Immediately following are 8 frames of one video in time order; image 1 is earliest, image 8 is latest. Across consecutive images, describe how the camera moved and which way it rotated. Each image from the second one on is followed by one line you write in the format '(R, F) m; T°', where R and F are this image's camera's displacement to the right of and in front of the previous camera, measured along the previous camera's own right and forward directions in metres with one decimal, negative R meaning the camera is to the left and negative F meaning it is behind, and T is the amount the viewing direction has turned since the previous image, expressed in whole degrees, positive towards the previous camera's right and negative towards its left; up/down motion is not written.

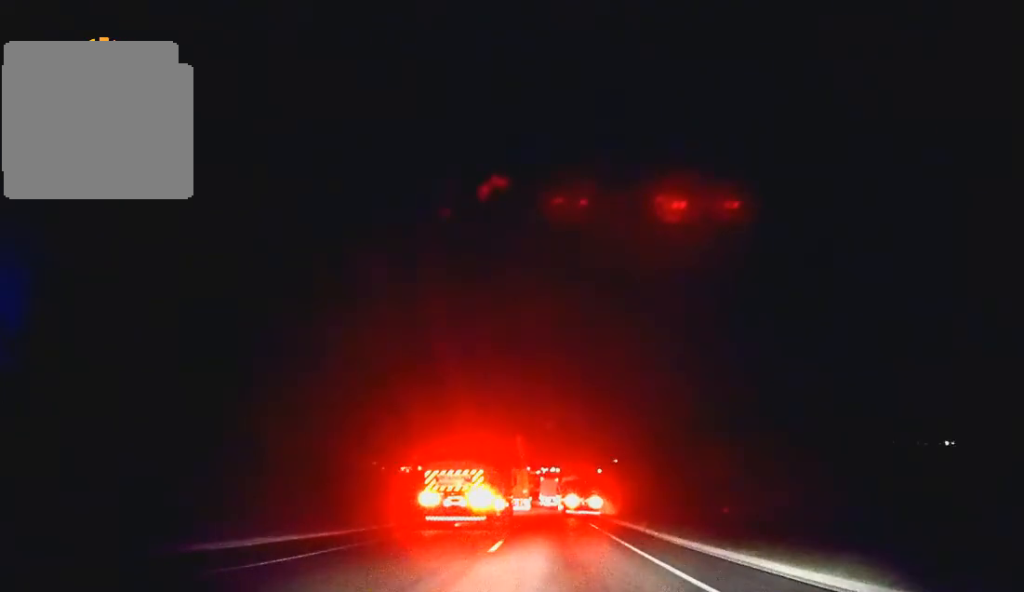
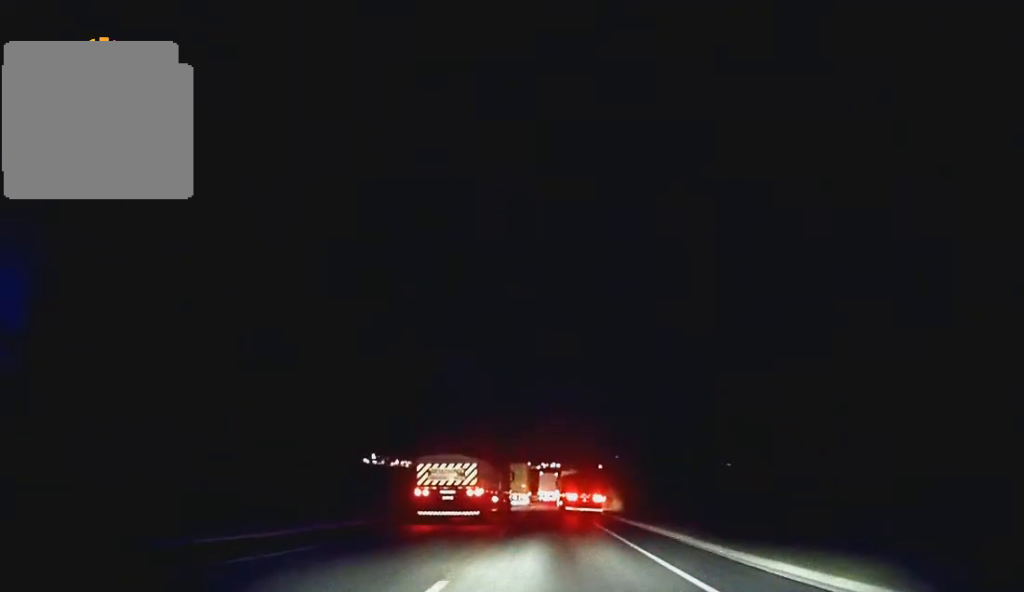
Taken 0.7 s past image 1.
(0.0, +11.9) m; 0°
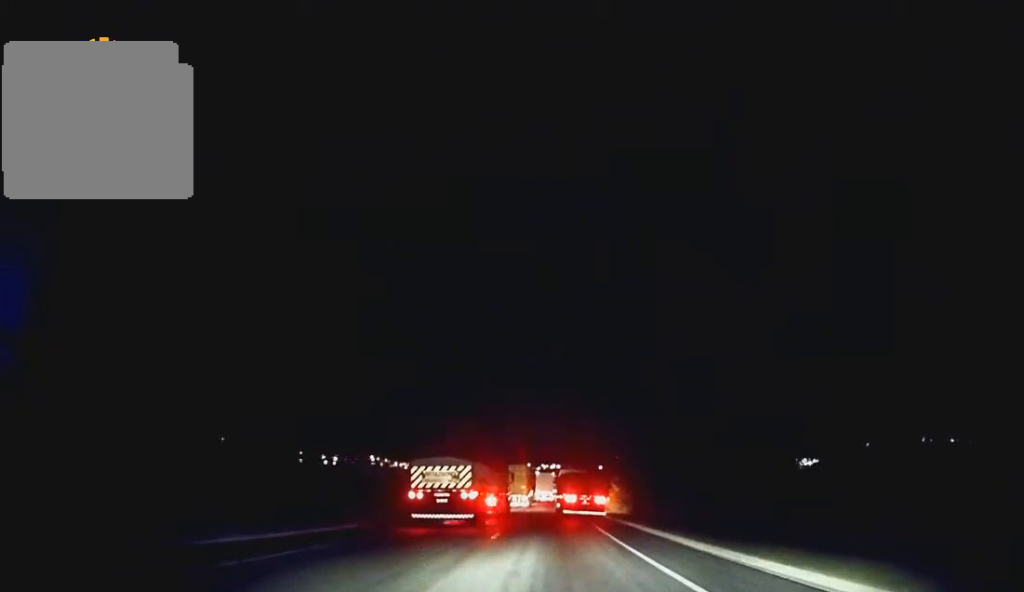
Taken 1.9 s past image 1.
(0.0, +18.8) m; 0°
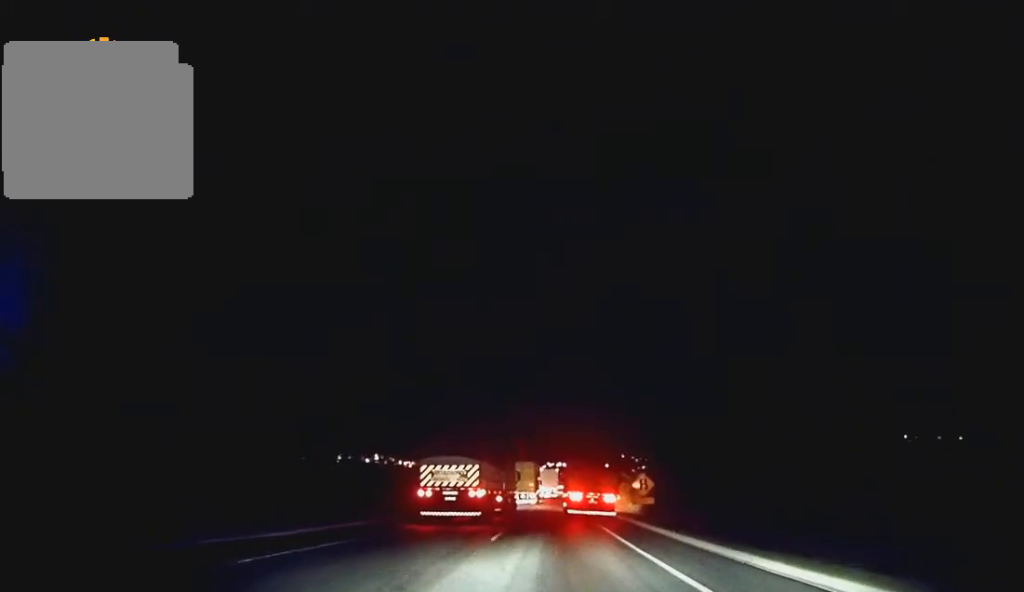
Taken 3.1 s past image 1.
(-0.1, +18.7) m; -1°
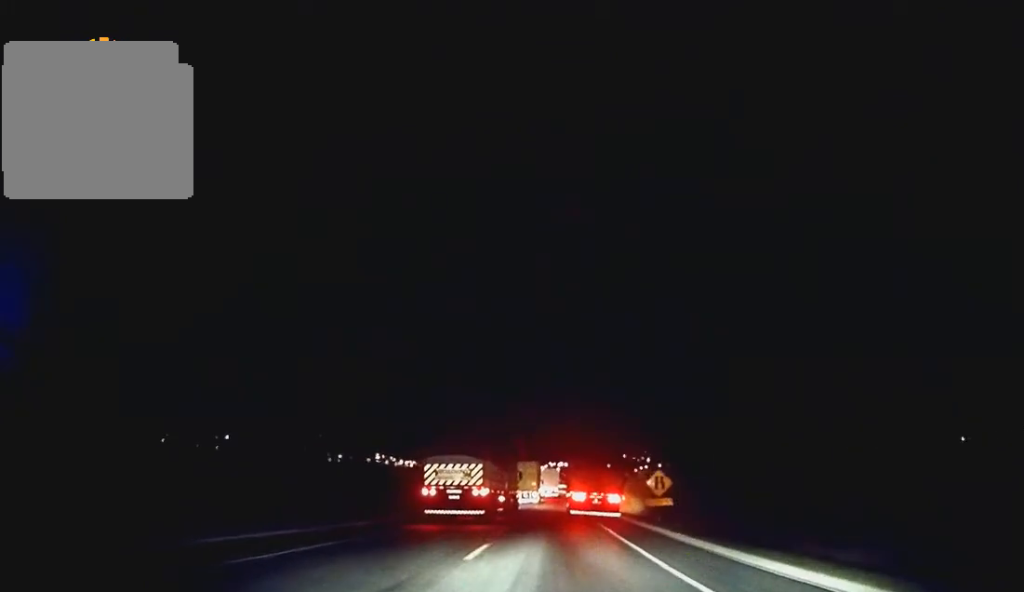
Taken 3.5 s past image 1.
(0.0, +6.2) m; 0°
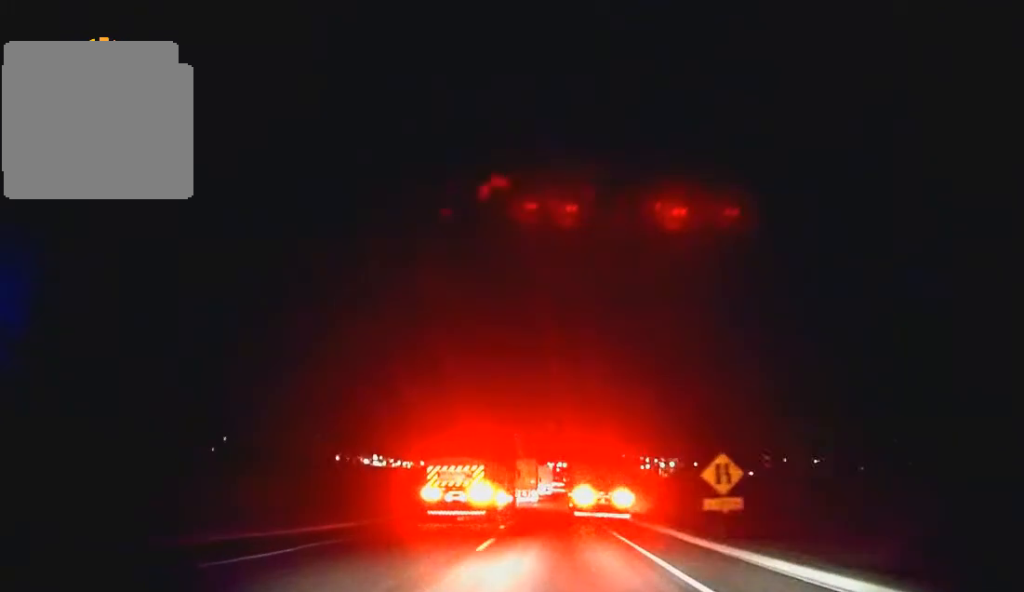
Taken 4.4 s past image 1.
(0.0, +14.9) m; 0°
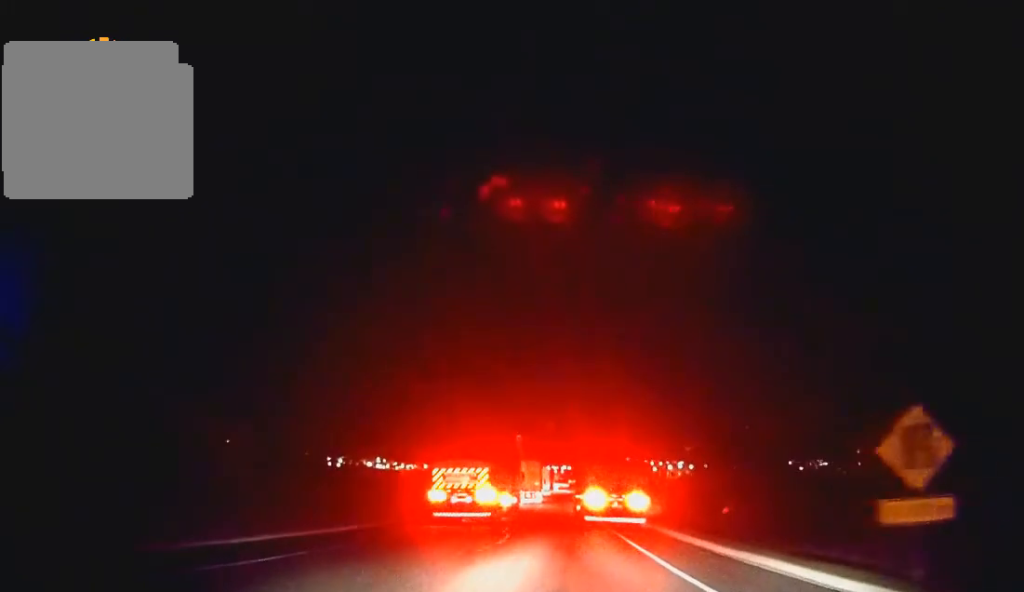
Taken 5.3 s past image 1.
(0.0, +13.1) m; 0°
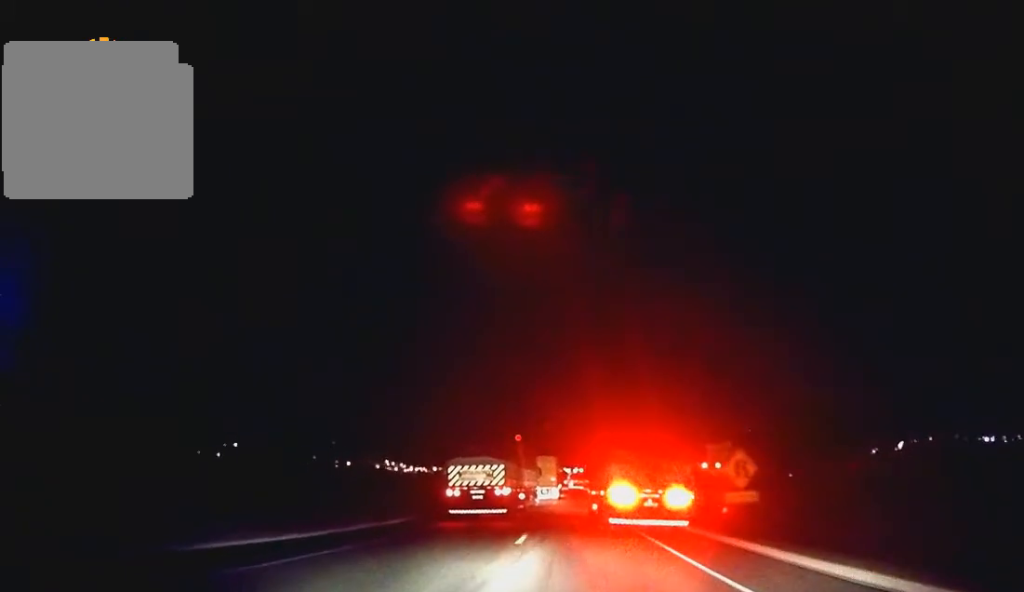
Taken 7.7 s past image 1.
(-0.1, +35.5) m; 0°
